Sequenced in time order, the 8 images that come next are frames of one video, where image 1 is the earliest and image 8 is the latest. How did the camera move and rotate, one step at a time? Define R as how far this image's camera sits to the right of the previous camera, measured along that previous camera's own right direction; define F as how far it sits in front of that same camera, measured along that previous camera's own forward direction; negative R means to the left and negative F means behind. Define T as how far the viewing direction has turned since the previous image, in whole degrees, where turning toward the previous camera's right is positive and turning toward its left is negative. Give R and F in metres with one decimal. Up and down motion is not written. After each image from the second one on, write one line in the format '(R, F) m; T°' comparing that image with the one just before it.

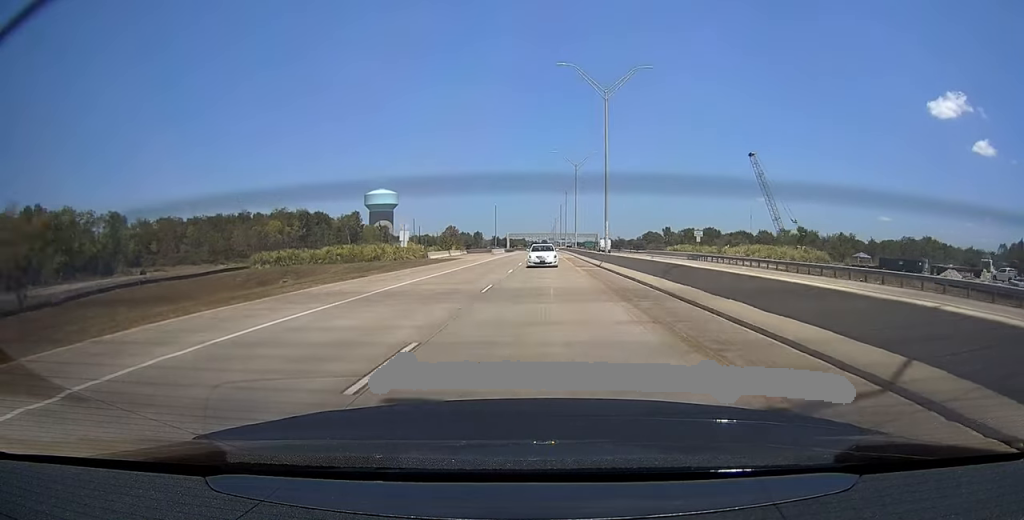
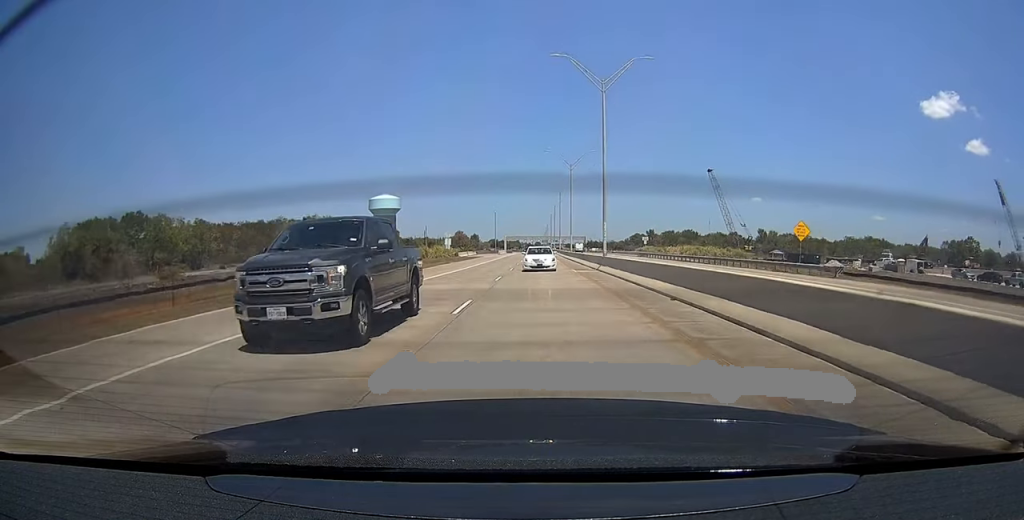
(-0.1, +30.4) m; 0°
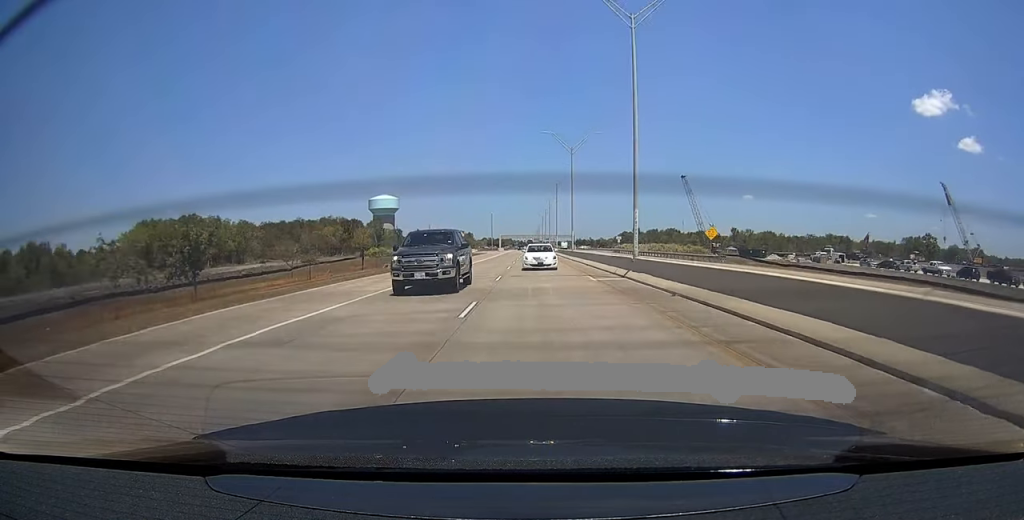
(+0.3, +23.4) m; 0°
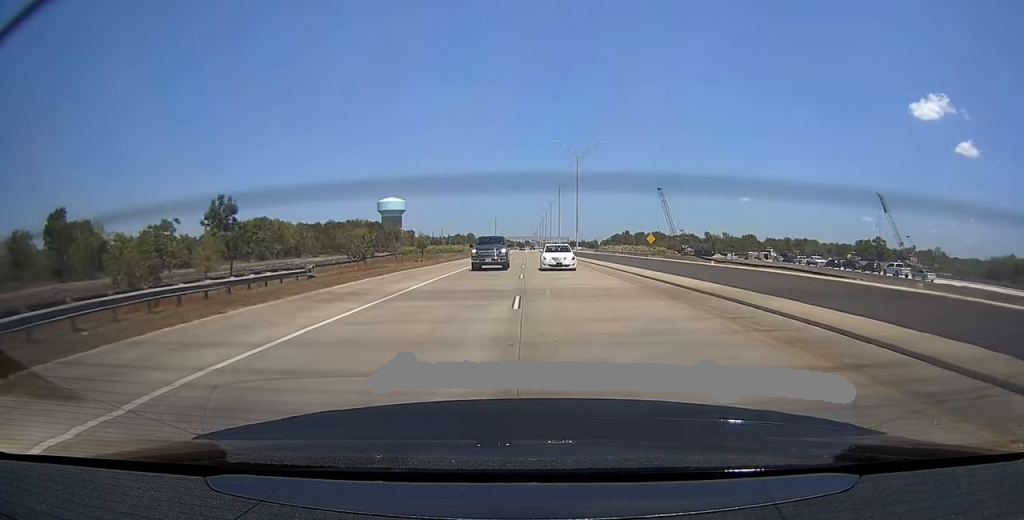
(+0.2, +38.3) m; 0°
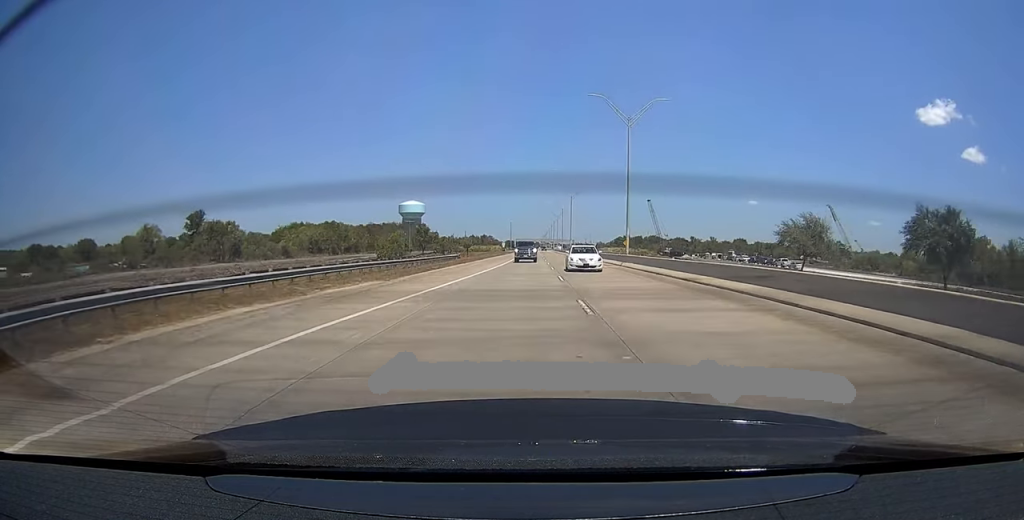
(0.0, +47.2) m; 0°
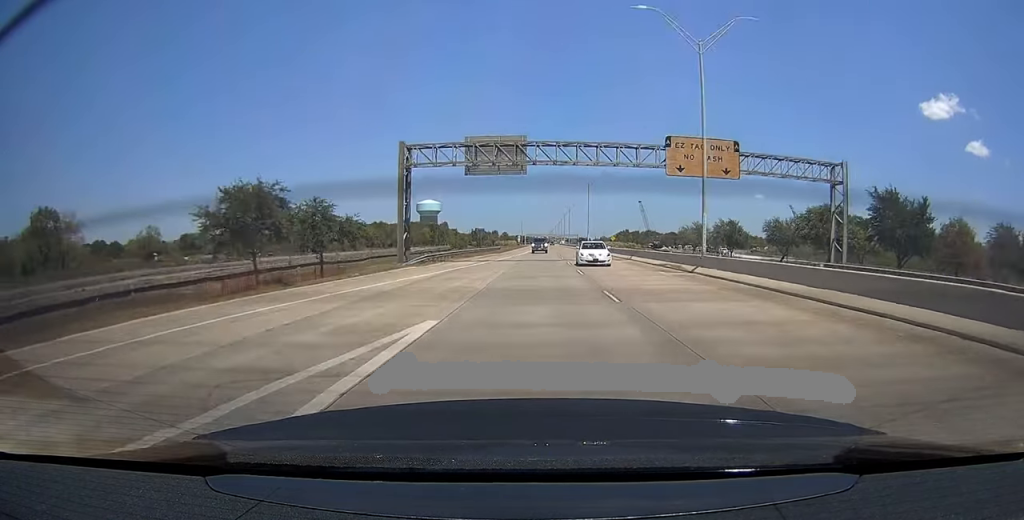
(-0.1, +50.3) m; -1°
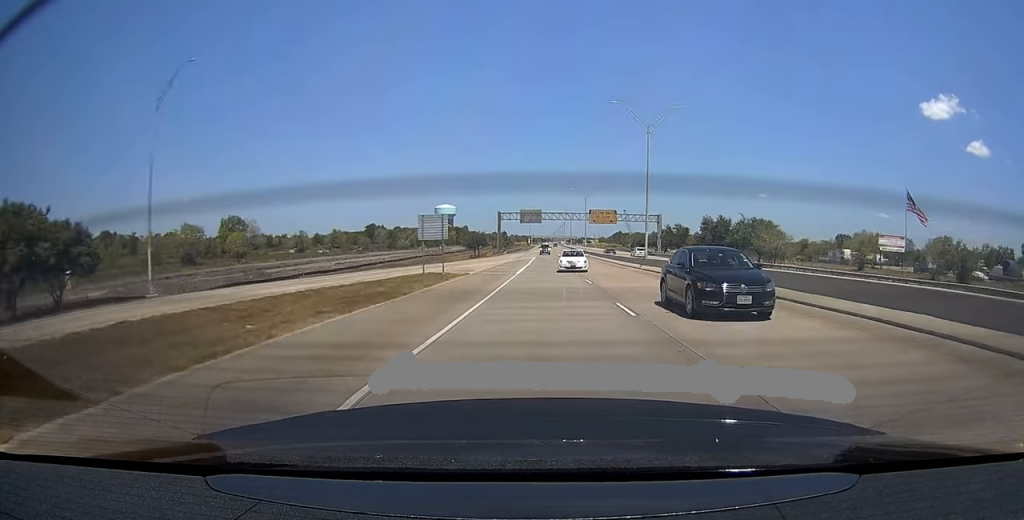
(-0.5, +82.9) m; 0°
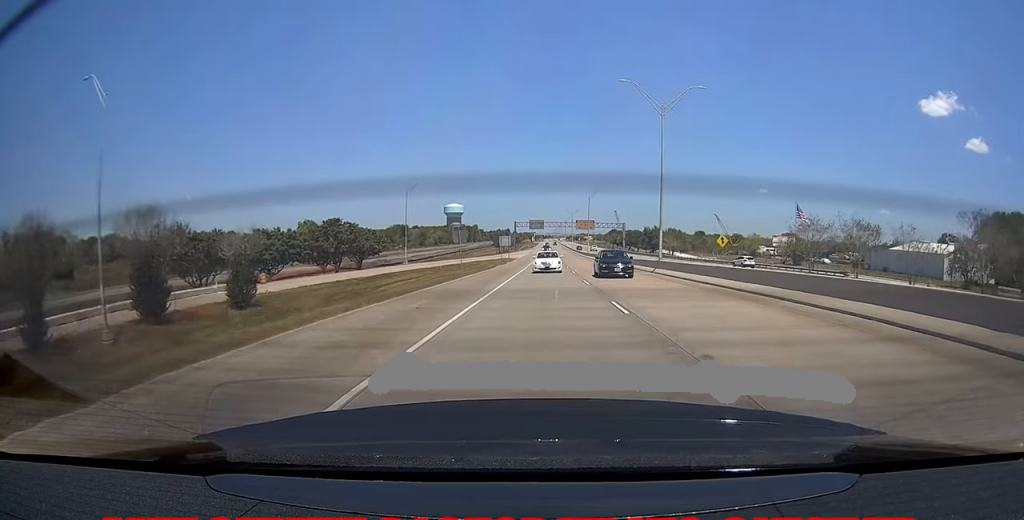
(0.0, +61.2) m; 0°
